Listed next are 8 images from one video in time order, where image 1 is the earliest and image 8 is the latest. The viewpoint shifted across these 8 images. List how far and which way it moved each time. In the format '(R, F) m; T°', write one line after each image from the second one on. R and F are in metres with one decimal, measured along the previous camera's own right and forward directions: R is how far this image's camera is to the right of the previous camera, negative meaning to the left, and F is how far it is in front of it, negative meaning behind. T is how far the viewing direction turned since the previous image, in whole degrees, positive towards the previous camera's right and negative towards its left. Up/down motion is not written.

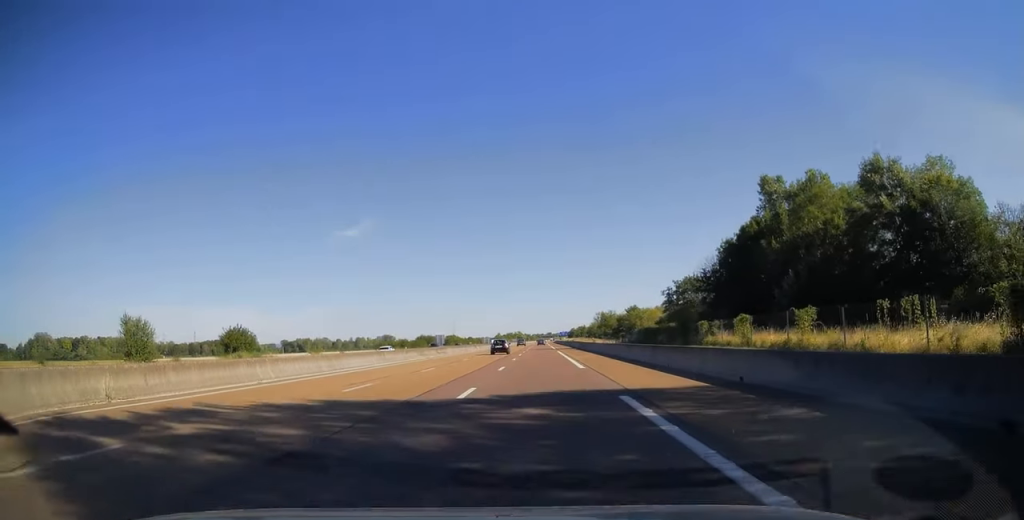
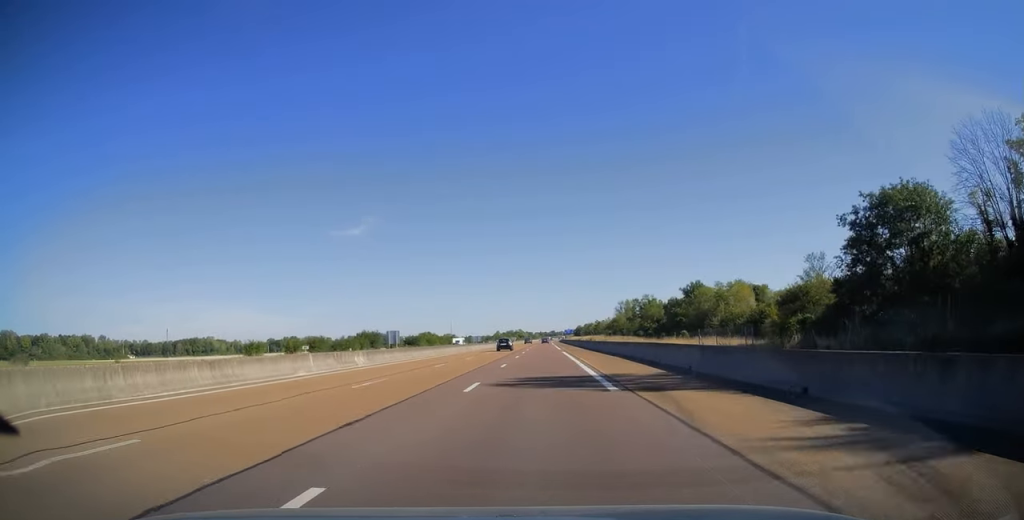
(-0.3, +63.8) m; 0°
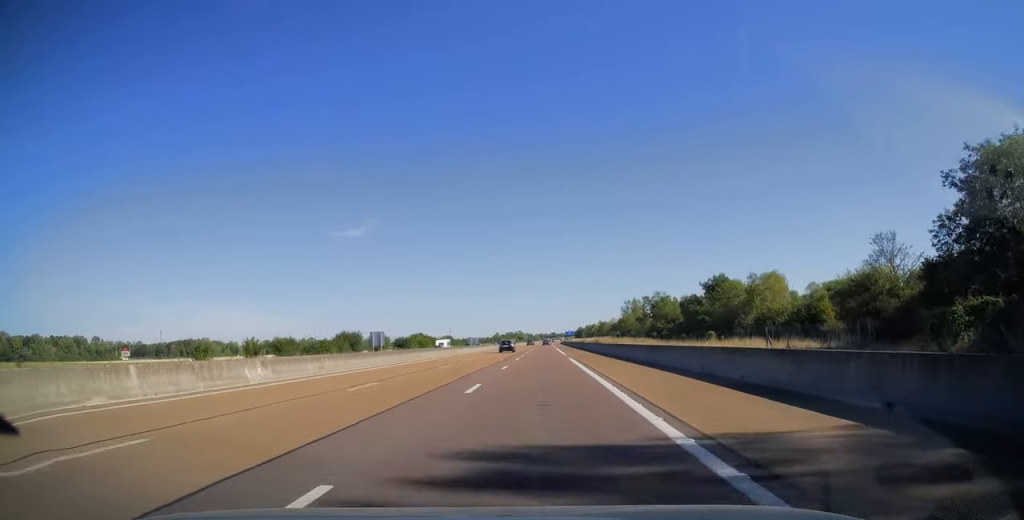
(0.0, +12.9) m; 0°
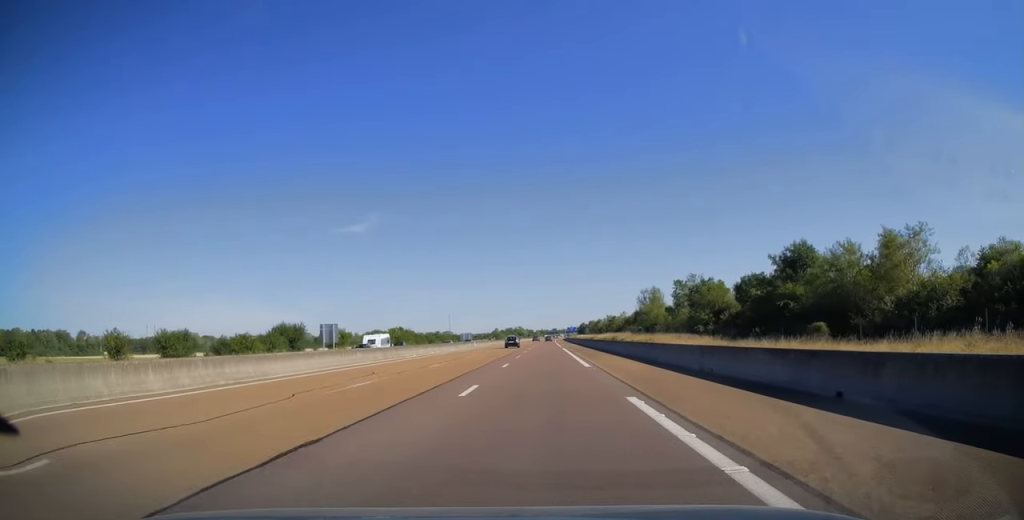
(-0.1, +27.8) m; 0°
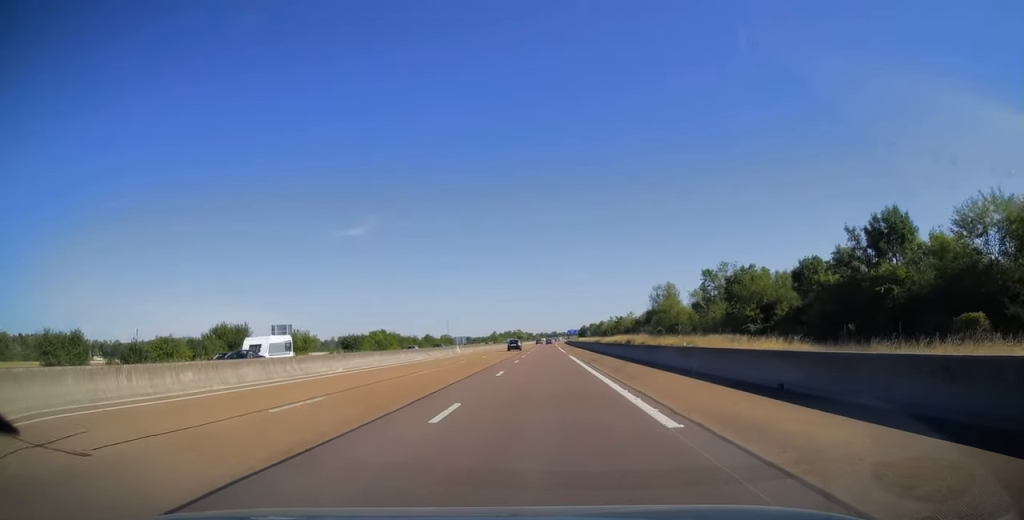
(-0.1, +17.0) m; 0°
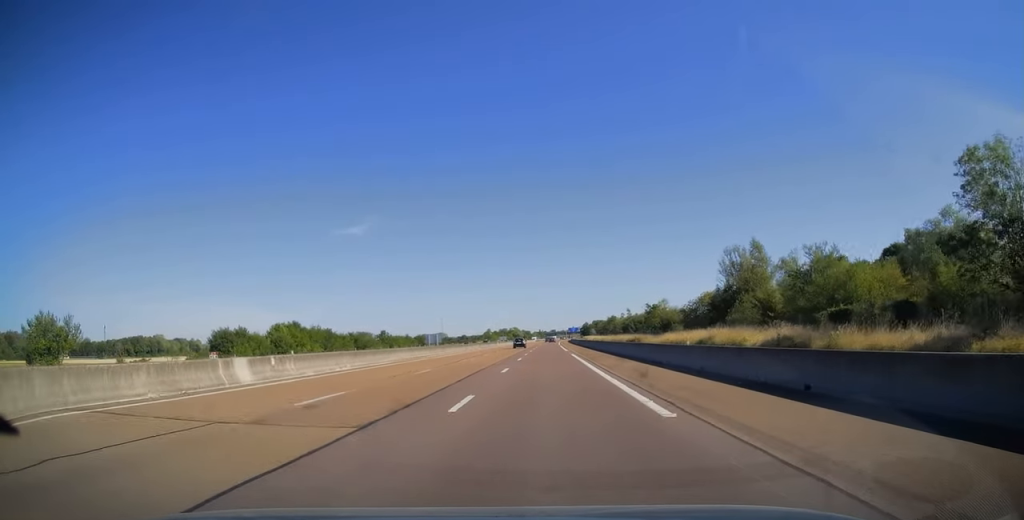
(+0.1, +51.1) m; 0°
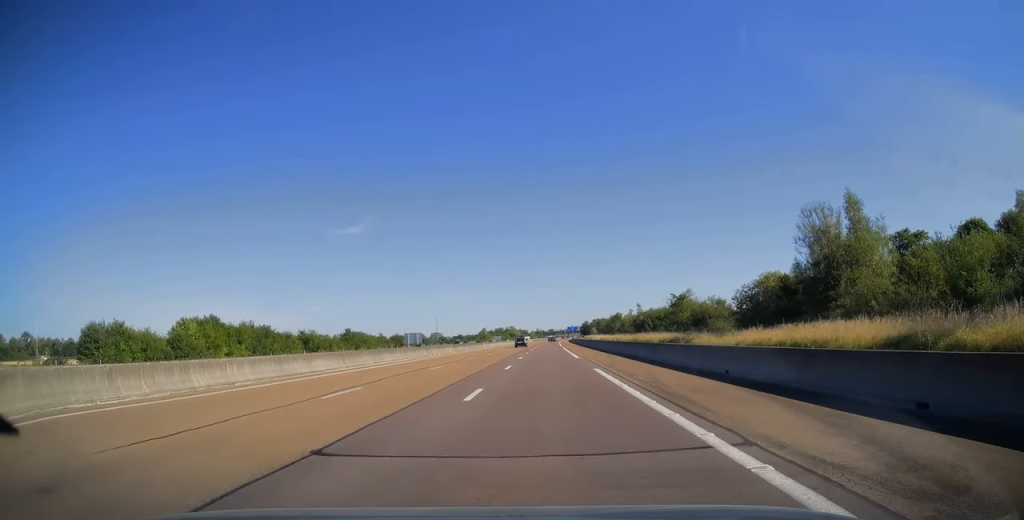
(0.0, +24.2) m; 0°
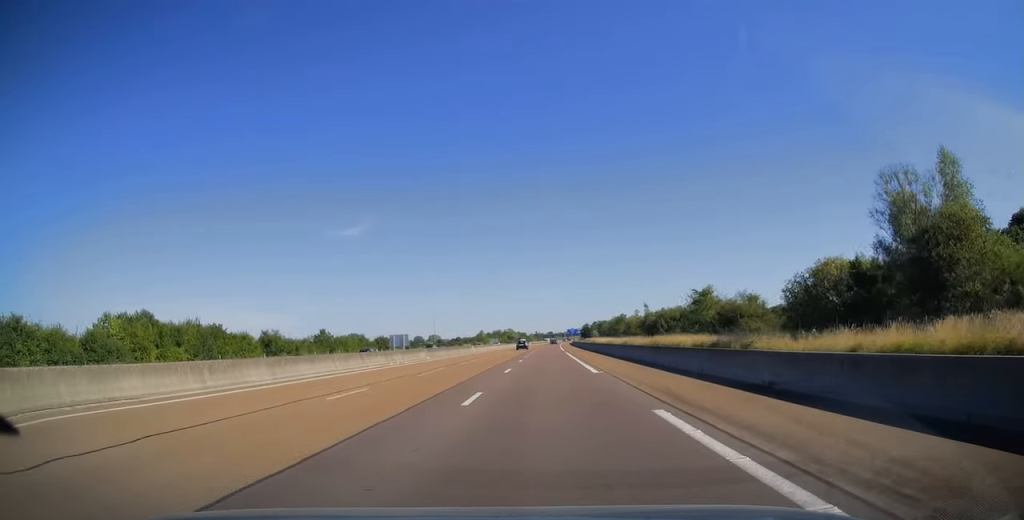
(+0.1, +13.3) m; 0°
